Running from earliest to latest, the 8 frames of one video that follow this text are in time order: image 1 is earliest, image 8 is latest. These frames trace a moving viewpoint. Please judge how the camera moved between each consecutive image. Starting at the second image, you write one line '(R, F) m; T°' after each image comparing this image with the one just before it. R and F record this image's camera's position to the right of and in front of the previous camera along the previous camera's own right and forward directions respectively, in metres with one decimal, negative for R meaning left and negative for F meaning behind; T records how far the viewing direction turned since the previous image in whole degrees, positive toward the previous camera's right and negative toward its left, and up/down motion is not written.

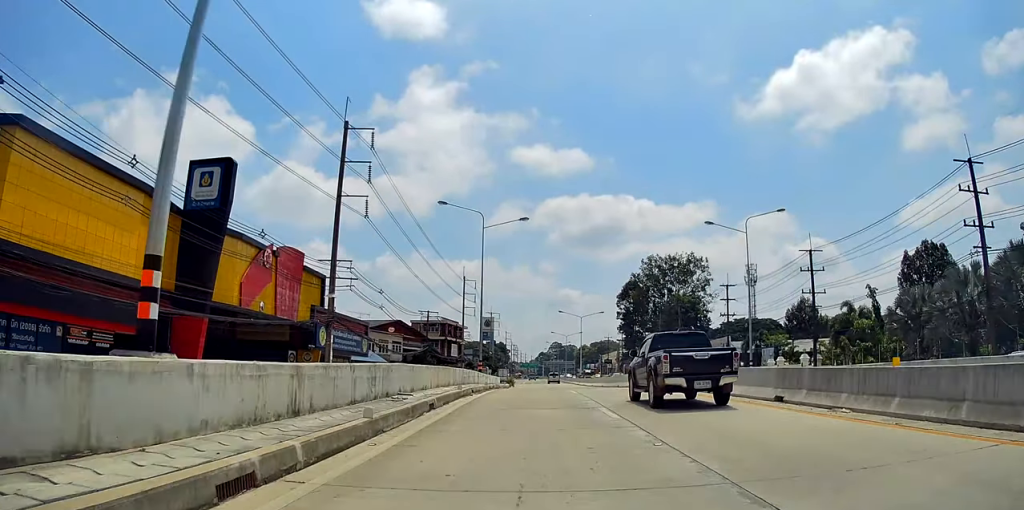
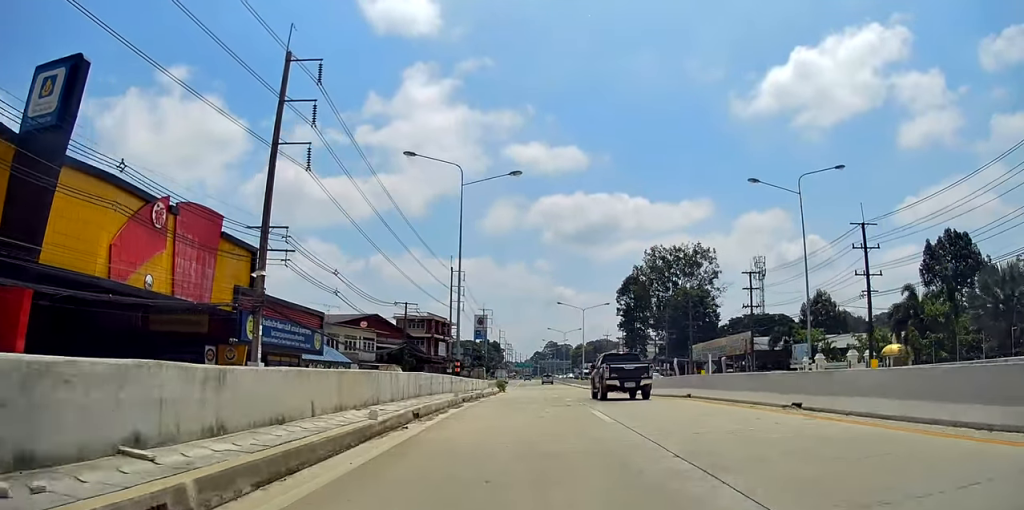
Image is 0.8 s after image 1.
(-0.2, +11.6) m; 0°
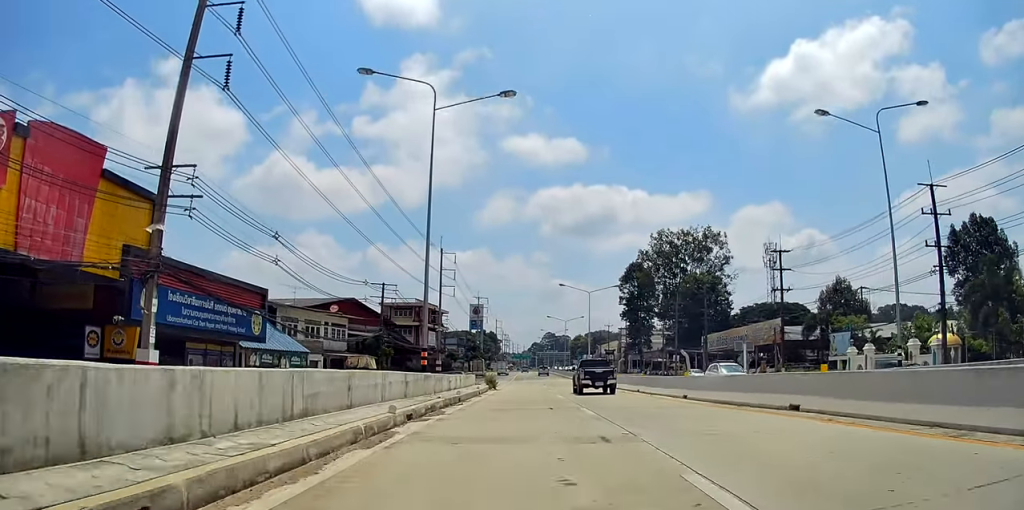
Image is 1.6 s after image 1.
(0.0, +10.2) m; +2°
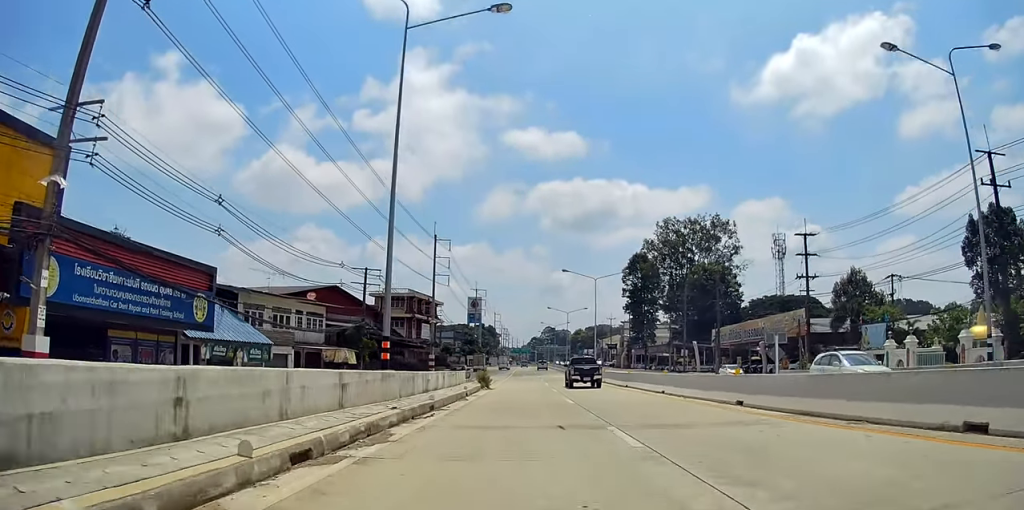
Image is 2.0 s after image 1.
(+0.2, +6.3) m; +1°
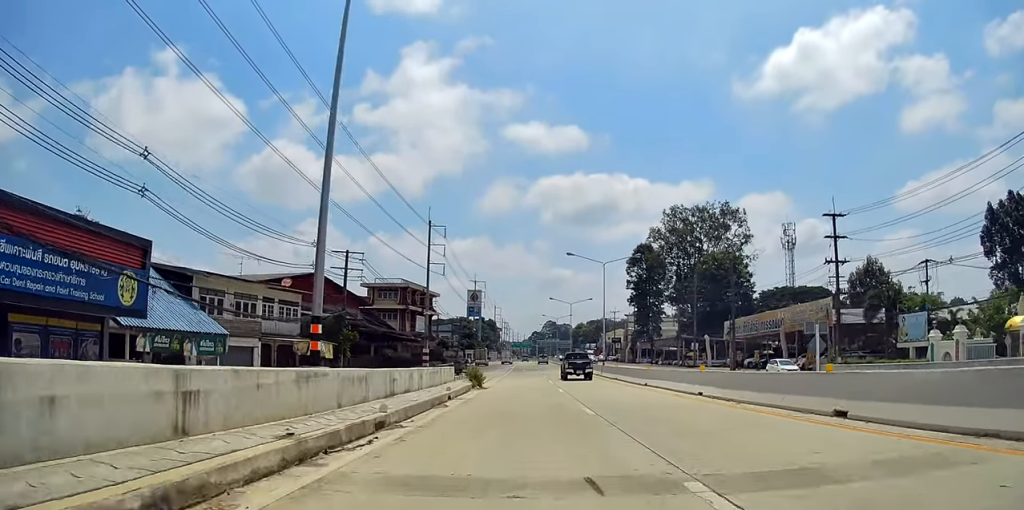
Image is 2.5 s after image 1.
(+0.1, +6.3) m; +1°
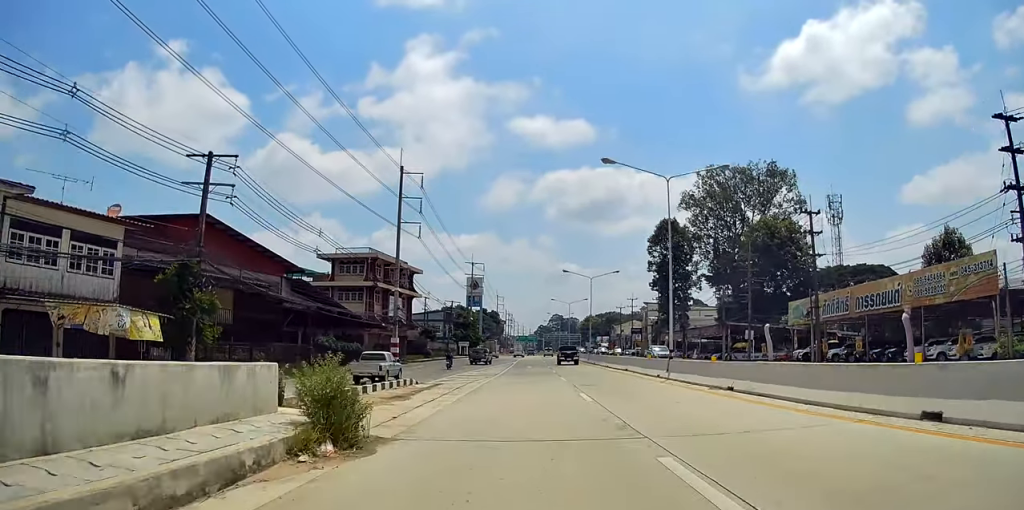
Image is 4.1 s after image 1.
(+0.2, +22.9) m; 0°
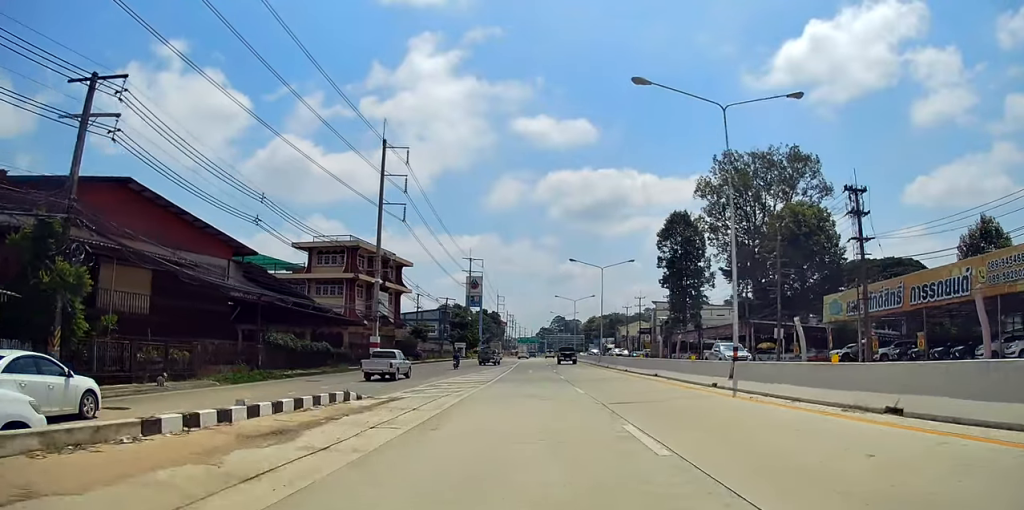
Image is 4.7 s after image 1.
(0.0, +9.4) m; -1°
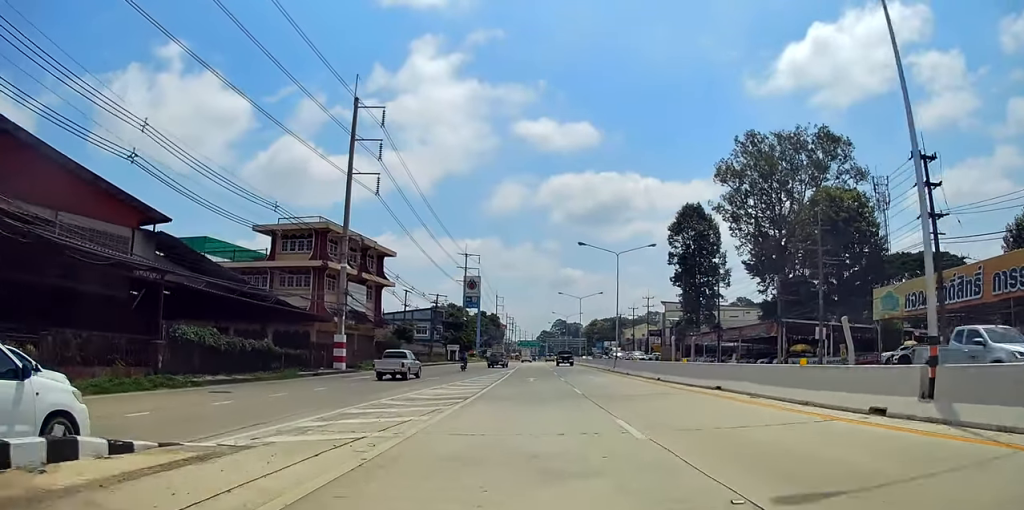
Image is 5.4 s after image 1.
(-0.4, +10.4) m; -1°
